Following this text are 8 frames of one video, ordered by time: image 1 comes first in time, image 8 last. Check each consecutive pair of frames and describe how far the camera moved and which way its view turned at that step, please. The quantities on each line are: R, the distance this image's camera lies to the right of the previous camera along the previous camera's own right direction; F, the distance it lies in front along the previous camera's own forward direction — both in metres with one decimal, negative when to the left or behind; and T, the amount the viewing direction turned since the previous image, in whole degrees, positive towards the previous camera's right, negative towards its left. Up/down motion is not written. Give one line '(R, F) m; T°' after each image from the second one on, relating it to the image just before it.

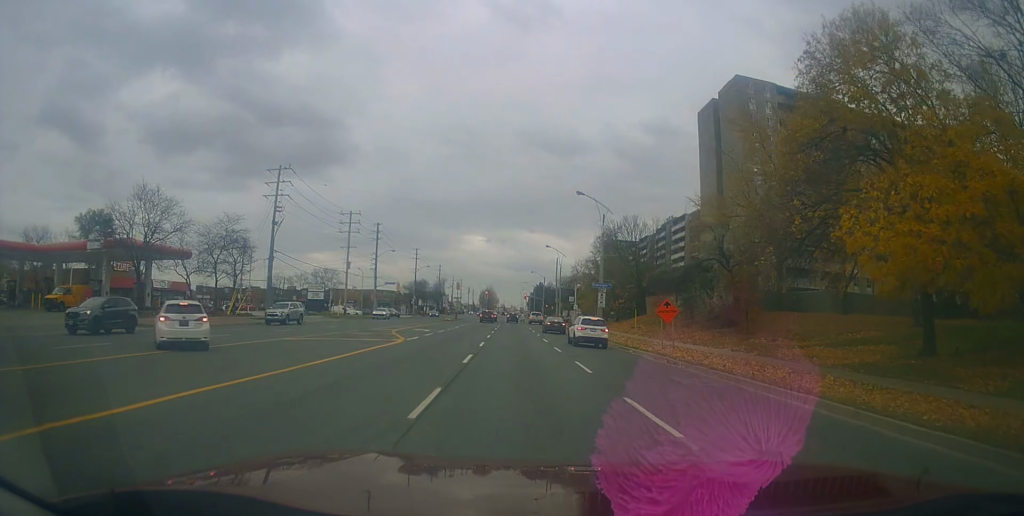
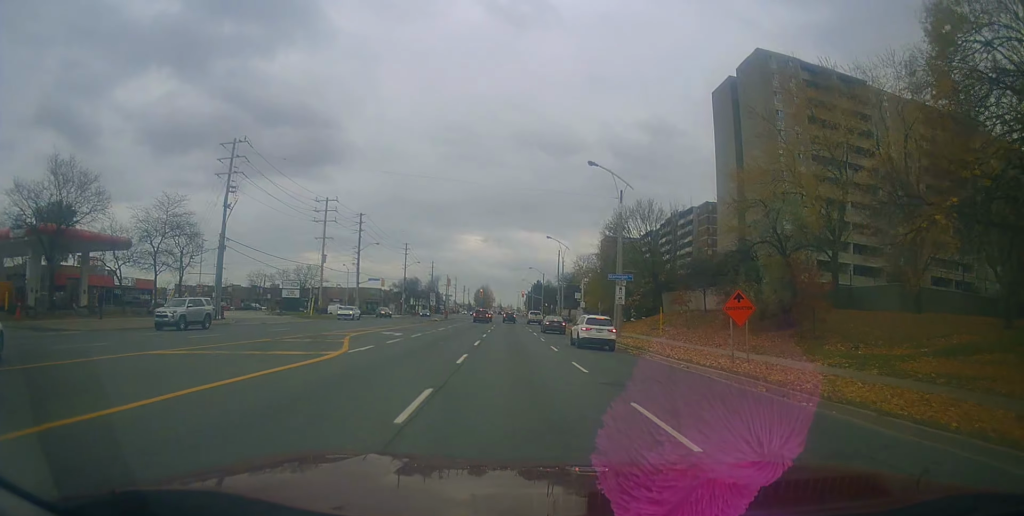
(0.0, +8.6) m; 0°
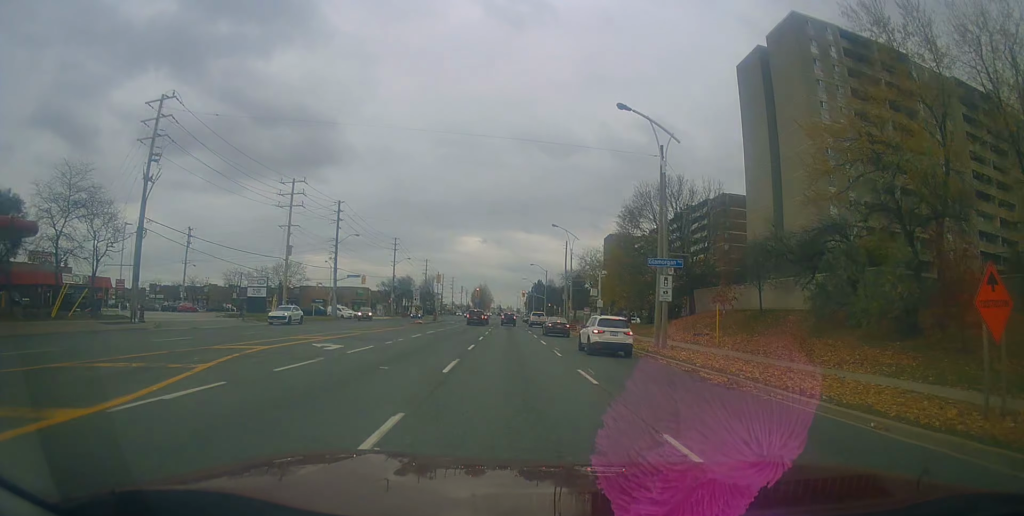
(+0.1, +10.2) m; 0°
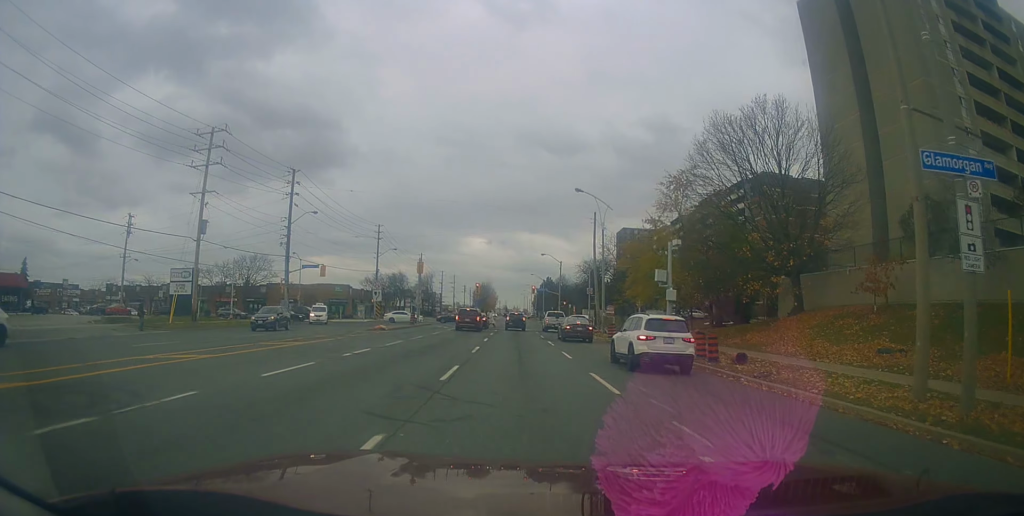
(-0.5, +16.4) m; -4°
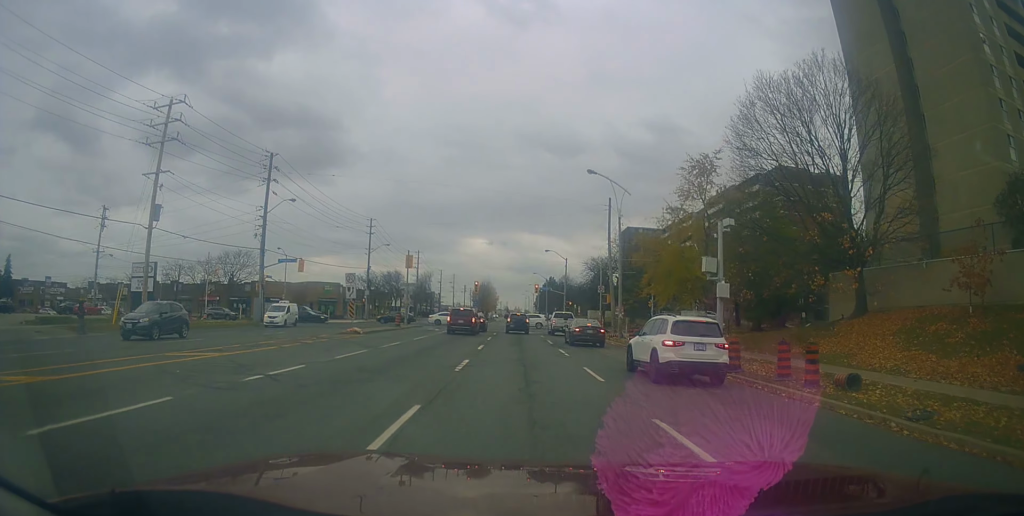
(0.0, +5.4) m; +2°
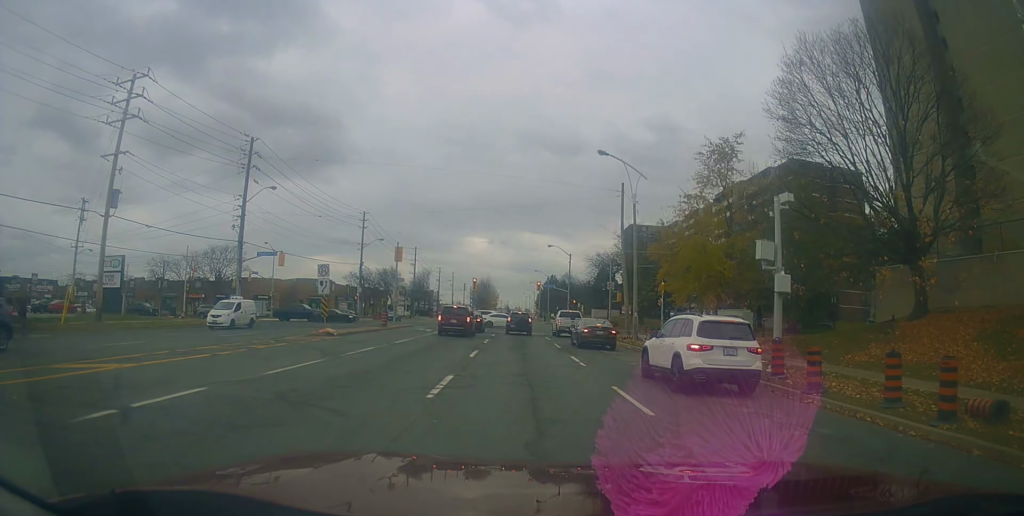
(+0.1, +3.9) m; +3°
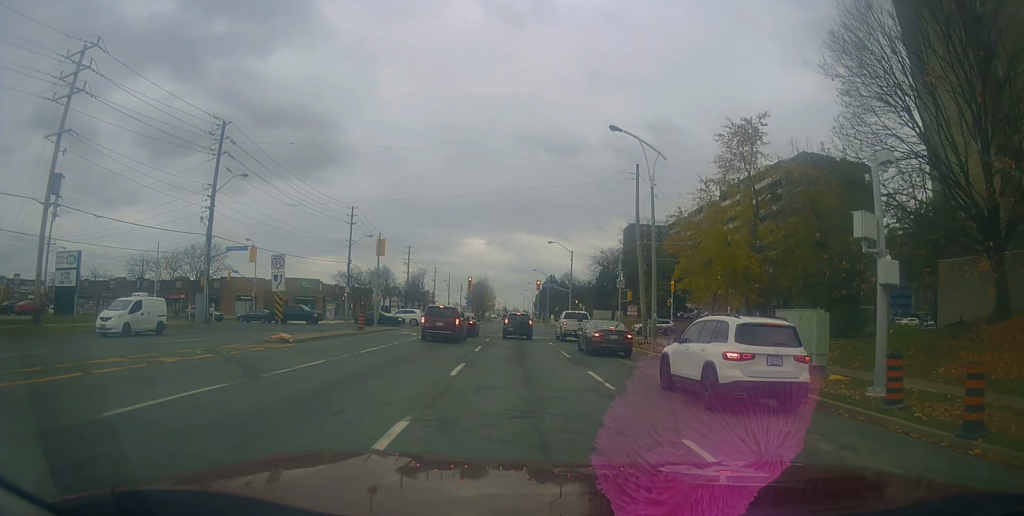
(+0.2, +4.5) m; +2°
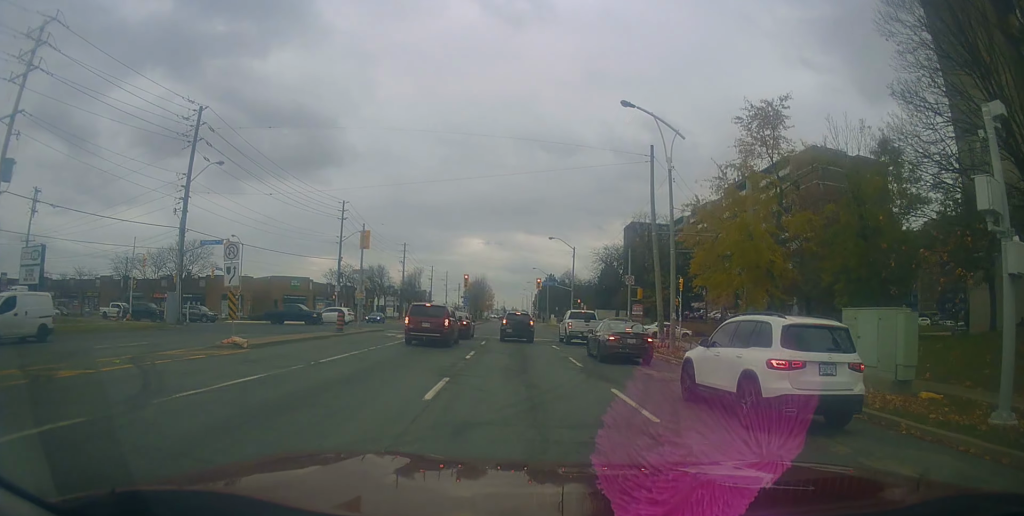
(+0.1, +3.3) m; -2°
